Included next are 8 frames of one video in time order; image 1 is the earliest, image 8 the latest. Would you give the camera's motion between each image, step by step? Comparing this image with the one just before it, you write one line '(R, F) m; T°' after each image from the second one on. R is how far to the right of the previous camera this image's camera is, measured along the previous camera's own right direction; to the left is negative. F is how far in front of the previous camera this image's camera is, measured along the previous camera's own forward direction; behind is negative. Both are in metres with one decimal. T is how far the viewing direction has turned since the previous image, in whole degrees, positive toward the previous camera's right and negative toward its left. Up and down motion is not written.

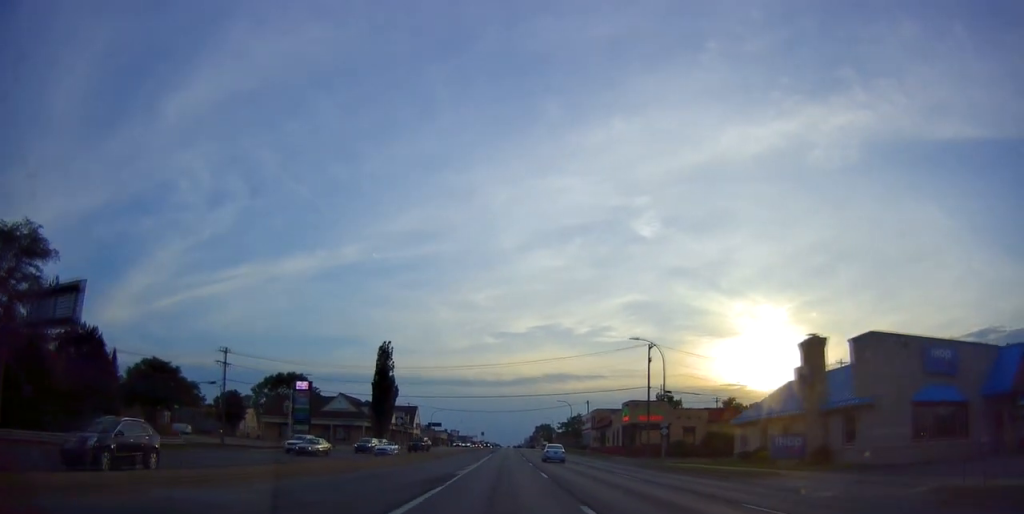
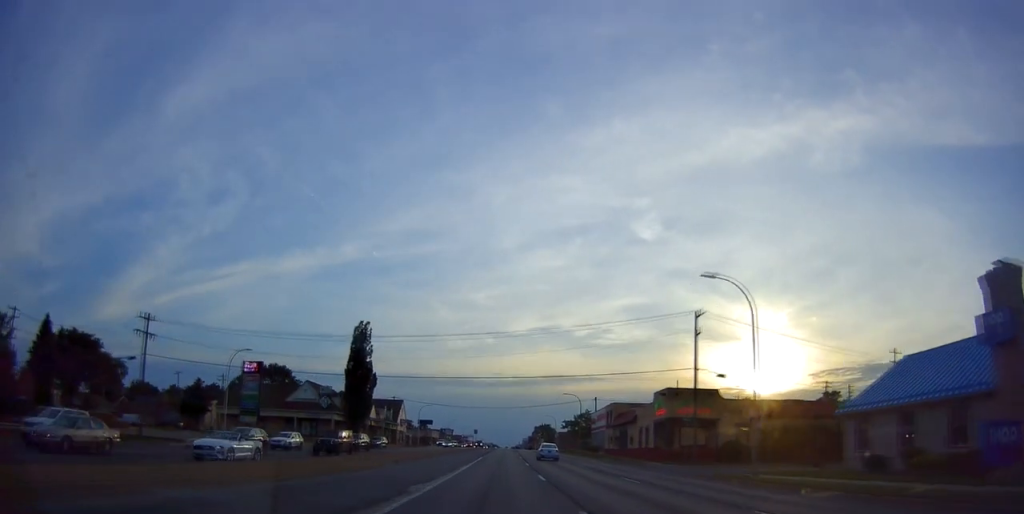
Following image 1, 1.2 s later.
(+0.6, +15.7) m; +5°
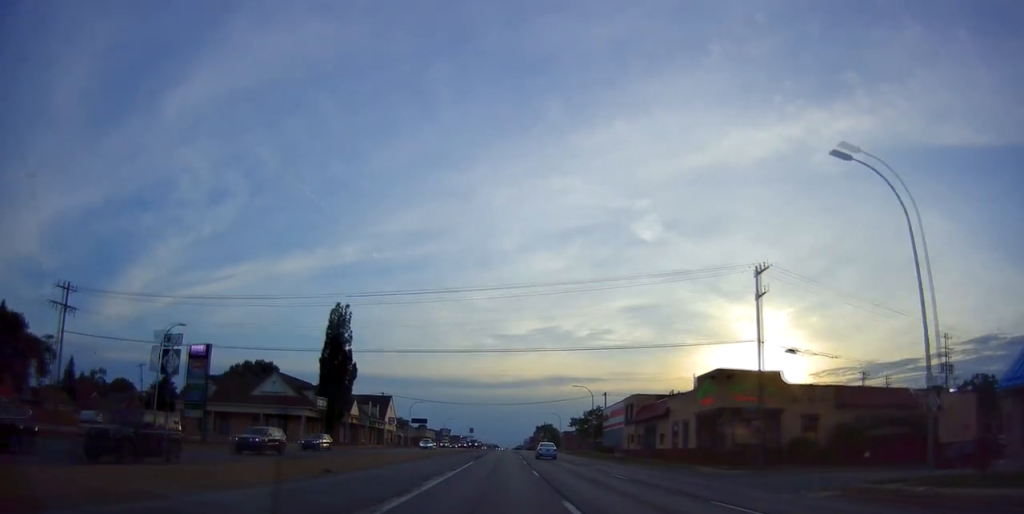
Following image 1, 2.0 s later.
(+0.4, +12.0) m; +1°
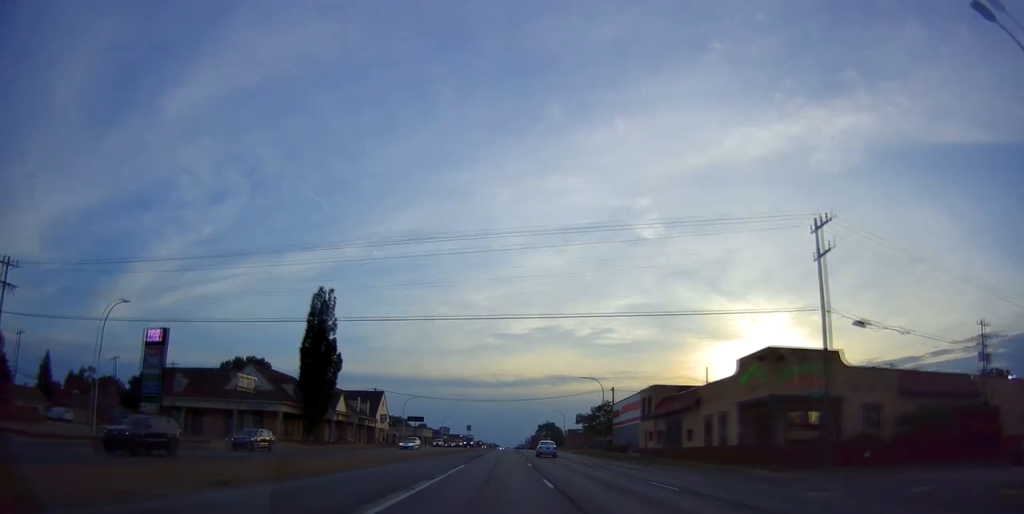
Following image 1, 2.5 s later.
(+0.2, +7.5) m; 0°
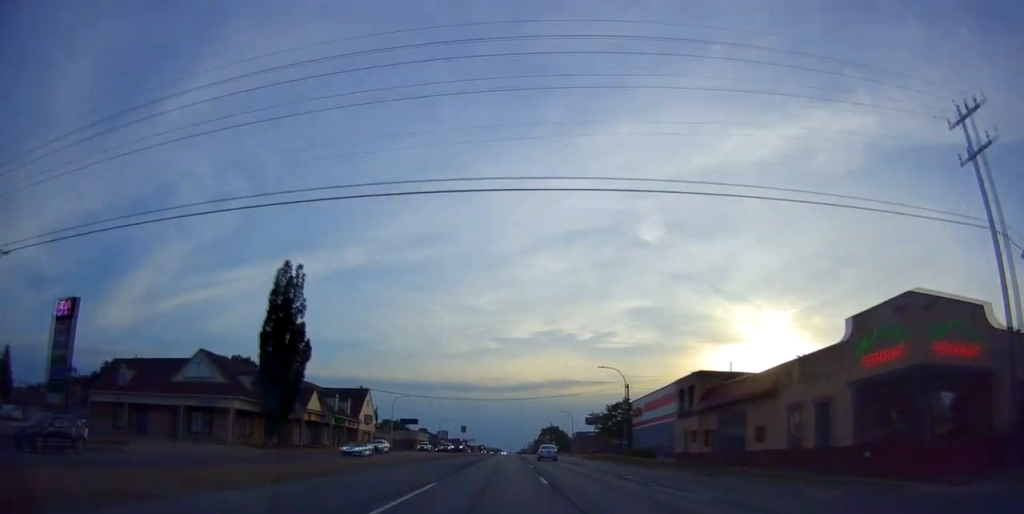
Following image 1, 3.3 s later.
(-0.3, +12.0) m; -2°
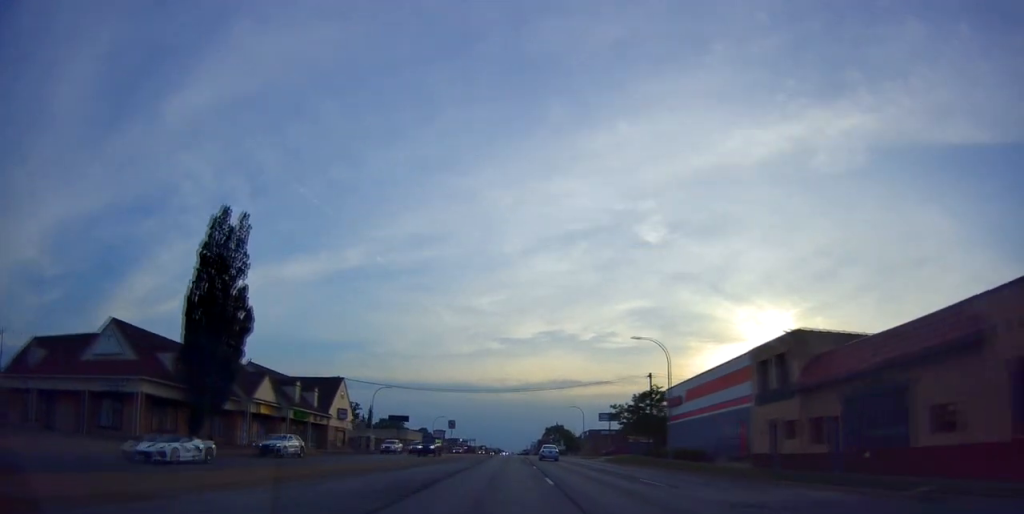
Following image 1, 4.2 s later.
(-0.1, +14.9) m; -2°
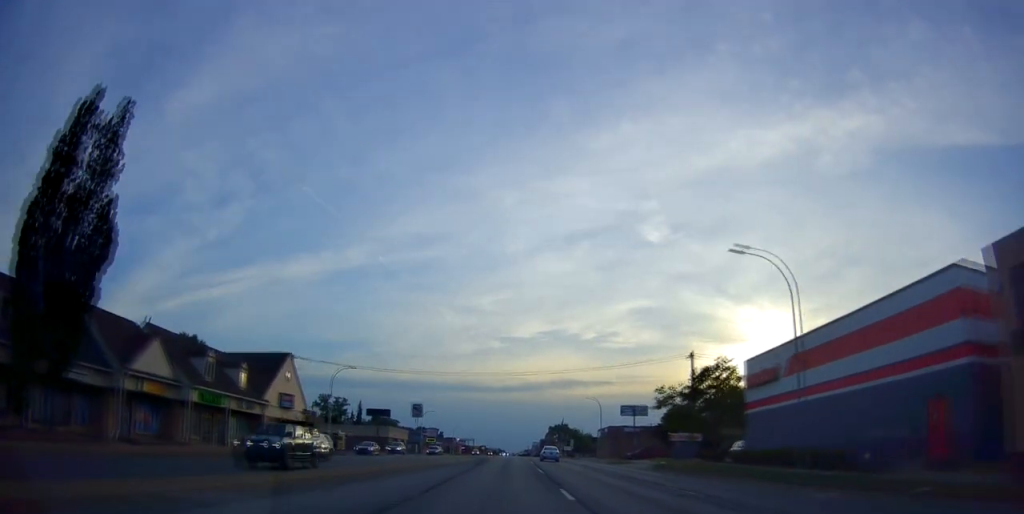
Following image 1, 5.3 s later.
(-0.5, +19.6) m; 0°
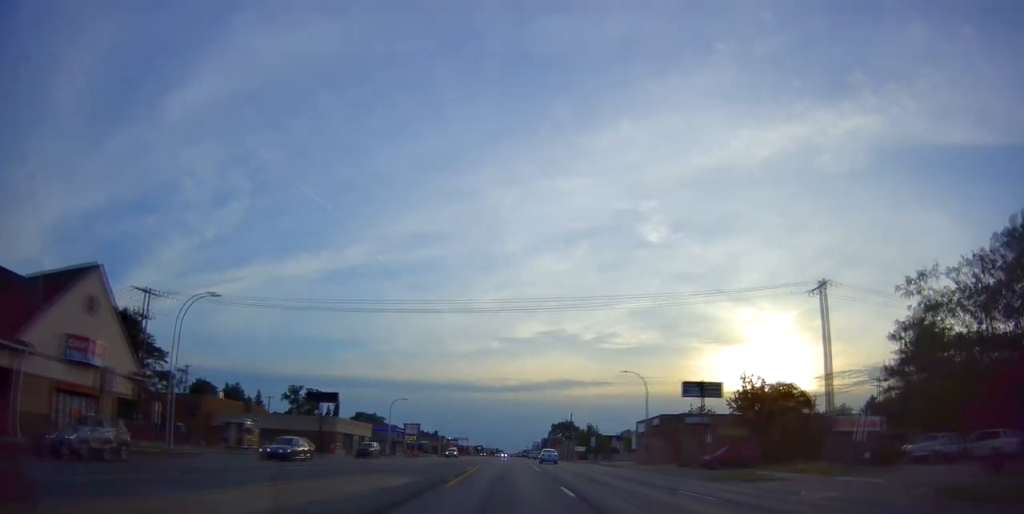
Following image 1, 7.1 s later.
(+0.1, +30.7) m; -1°
